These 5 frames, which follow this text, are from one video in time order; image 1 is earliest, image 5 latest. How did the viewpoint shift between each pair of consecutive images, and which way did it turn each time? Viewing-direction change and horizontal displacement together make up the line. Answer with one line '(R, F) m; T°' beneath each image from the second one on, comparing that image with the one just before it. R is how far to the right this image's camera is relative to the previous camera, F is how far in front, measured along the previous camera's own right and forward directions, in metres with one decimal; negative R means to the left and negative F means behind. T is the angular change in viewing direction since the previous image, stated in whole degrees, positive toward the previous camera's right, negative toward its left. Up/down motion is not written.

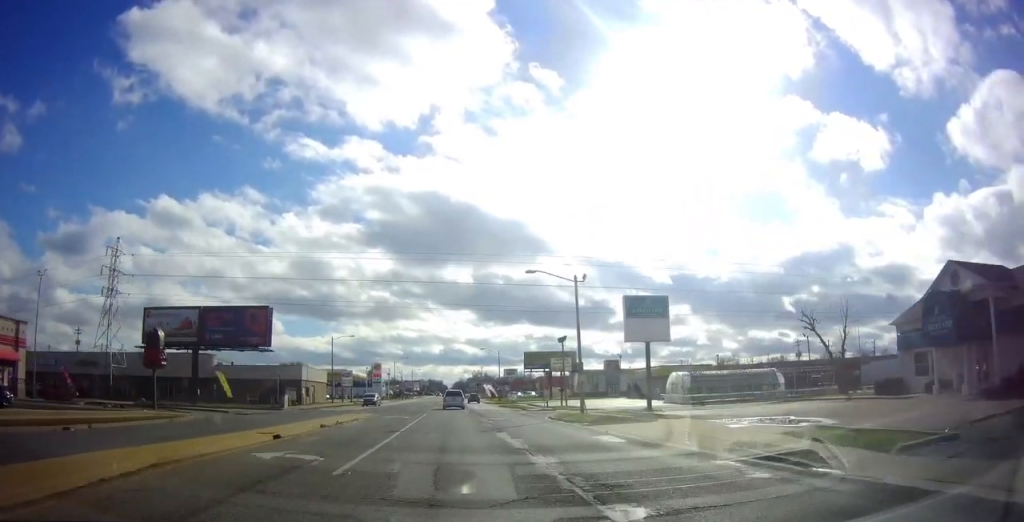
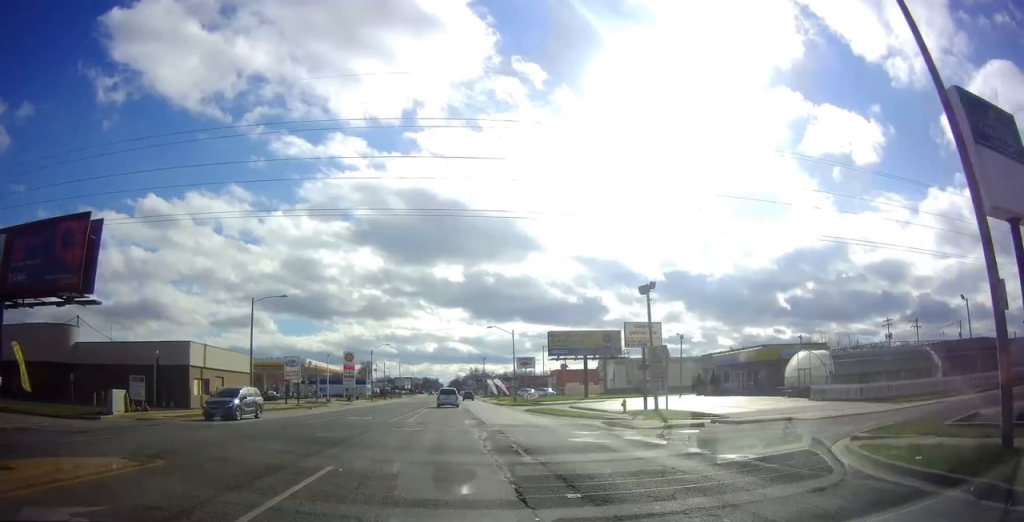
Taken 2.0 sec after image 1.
(0.0, +30.3) m; 0°
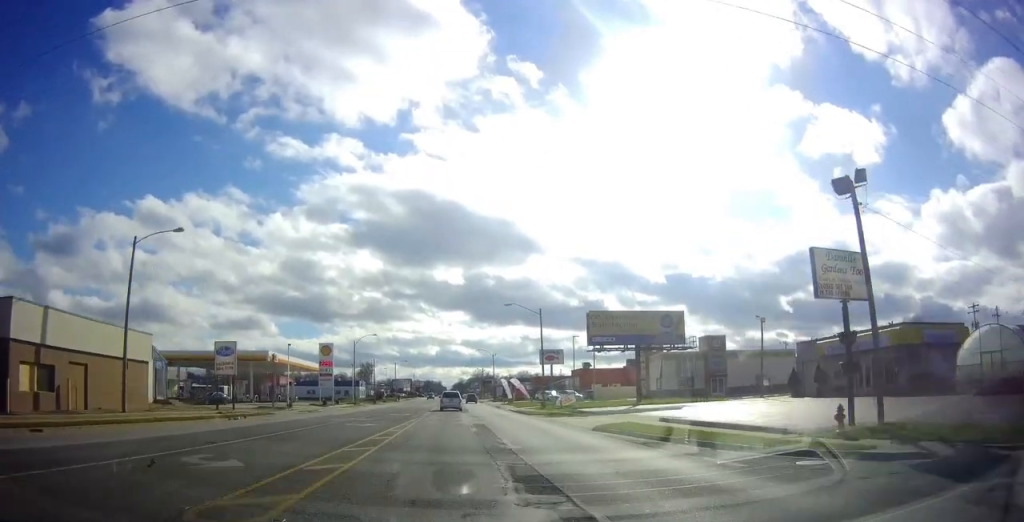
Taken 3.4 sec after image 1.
(0.0, +20.3) m; 0°
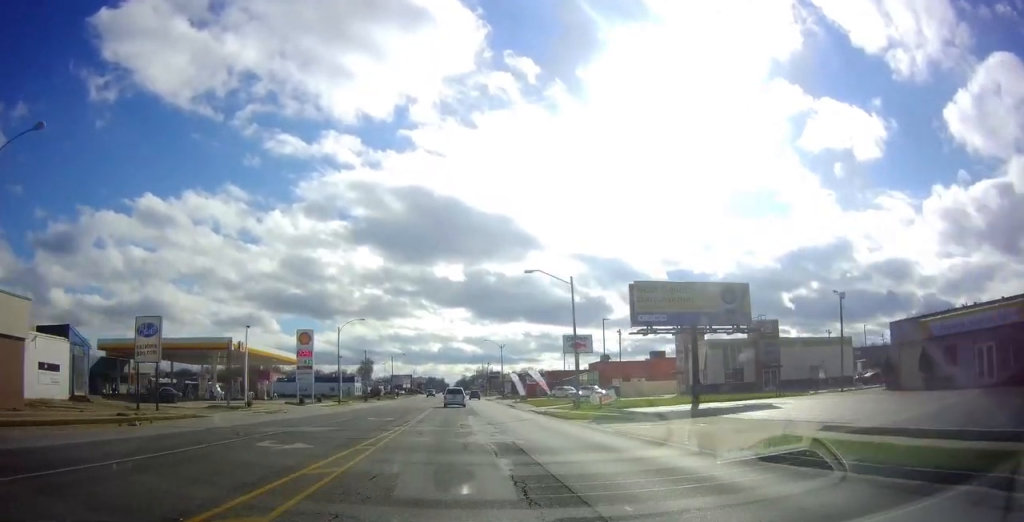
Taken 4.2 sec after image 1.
(0.0, +12.6) m; 0°
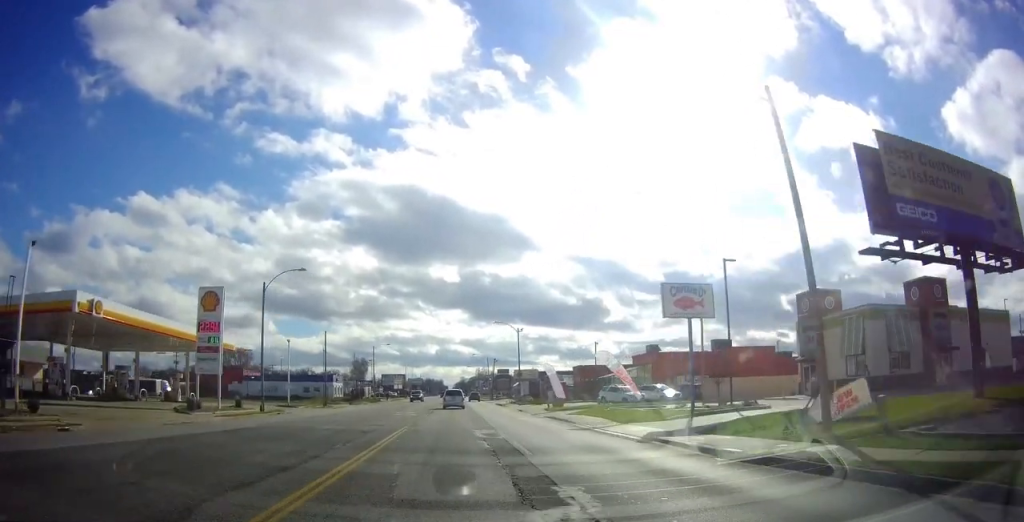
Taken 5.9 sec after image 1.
(0.0, +26.6) m; 0°
